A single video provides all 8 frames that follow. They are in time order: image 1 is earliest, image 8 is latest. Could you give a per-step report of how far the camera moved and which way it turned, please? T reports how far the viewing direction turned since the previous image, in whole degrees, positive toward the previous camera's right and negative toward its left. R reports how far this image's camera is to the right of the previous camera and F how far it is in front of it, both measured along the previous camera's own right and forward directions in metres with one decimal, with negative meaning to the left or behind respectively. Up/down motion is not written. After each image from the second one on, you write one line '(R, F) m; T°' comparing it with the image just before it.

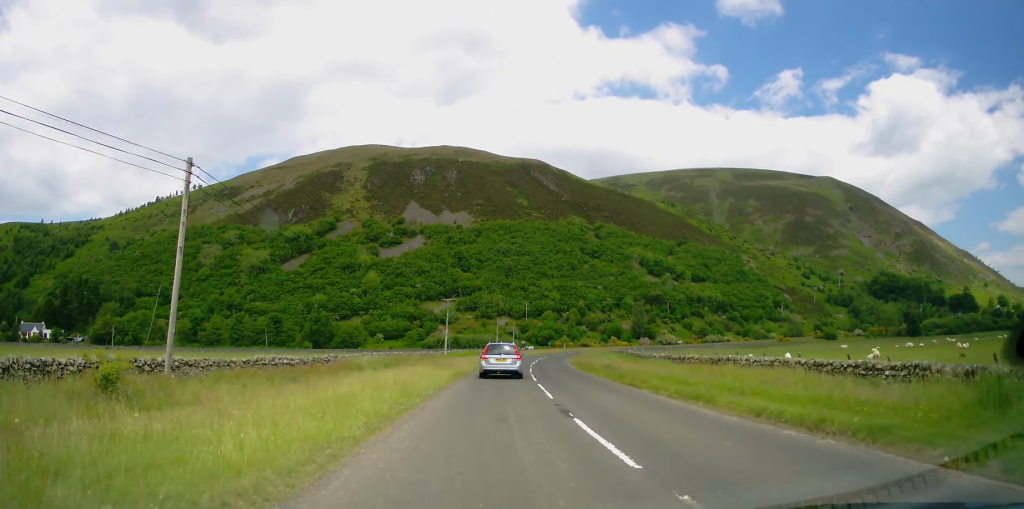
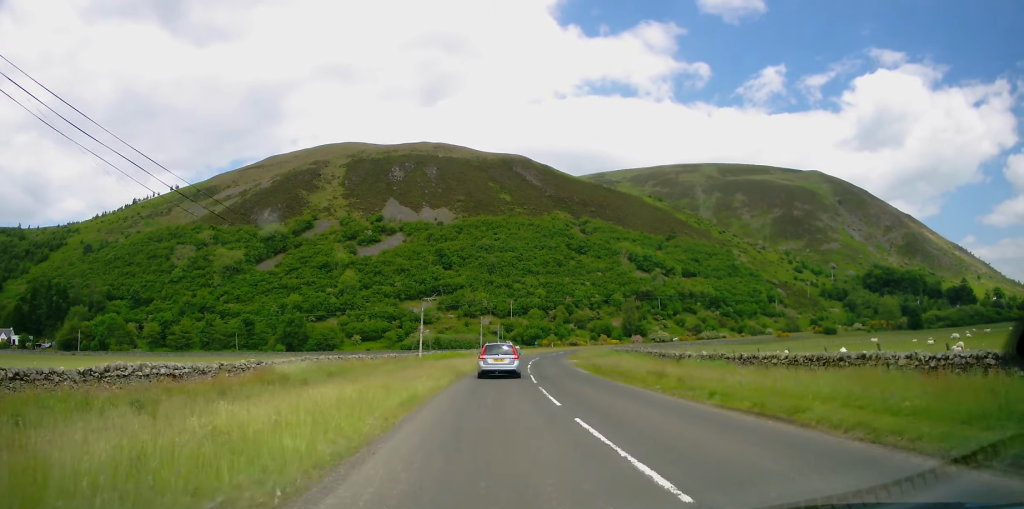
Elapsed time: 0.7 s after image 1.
(+0.1, +10.9) m; +1°
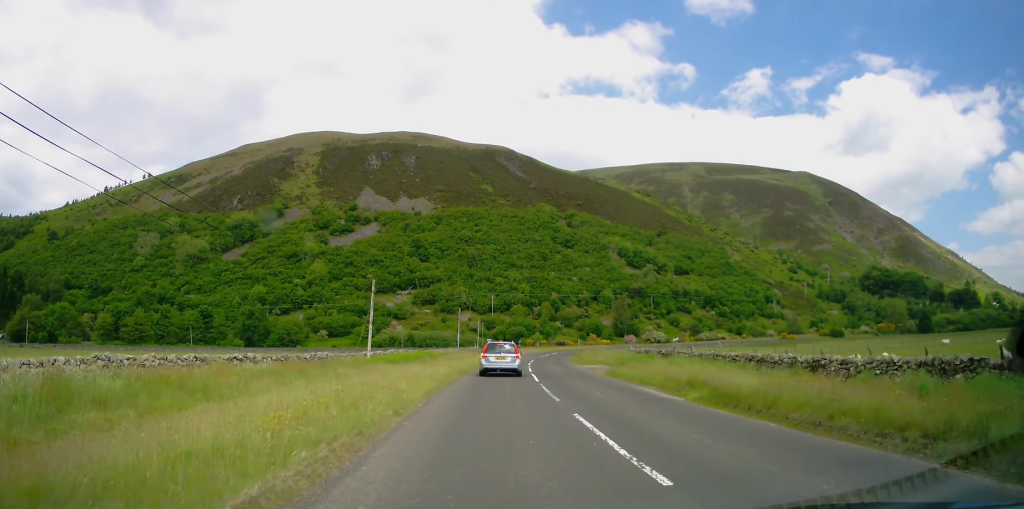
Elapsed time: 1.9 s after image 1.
(+0.3, +17.3) m; +2°
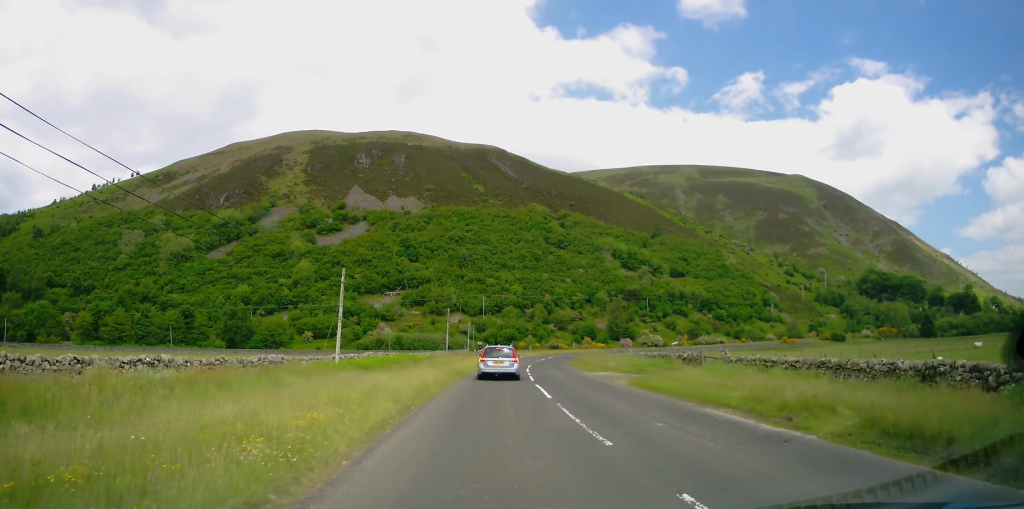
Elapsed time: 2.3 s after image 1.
(0.0, +6.4) m; +1°
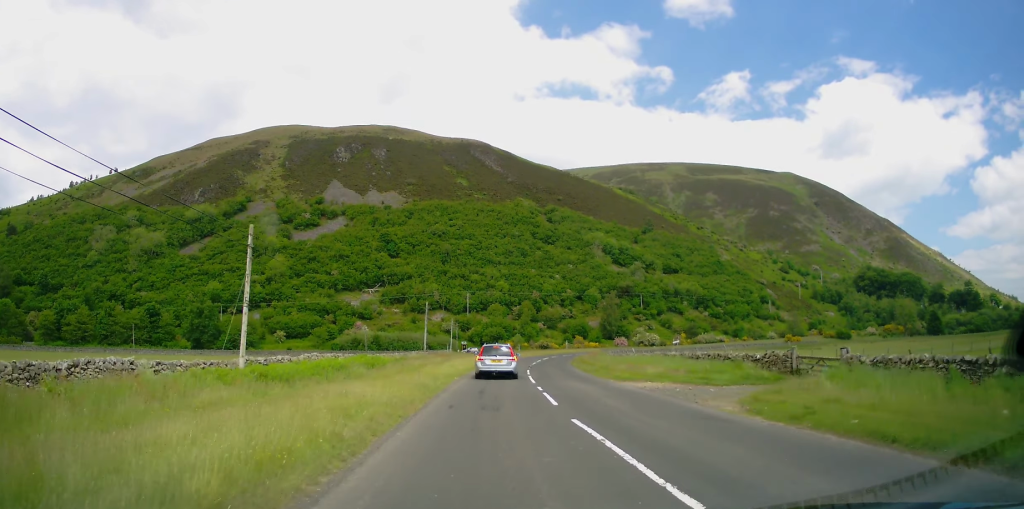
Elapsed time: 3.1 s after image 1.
(+0.2, +11.9) m; +2°
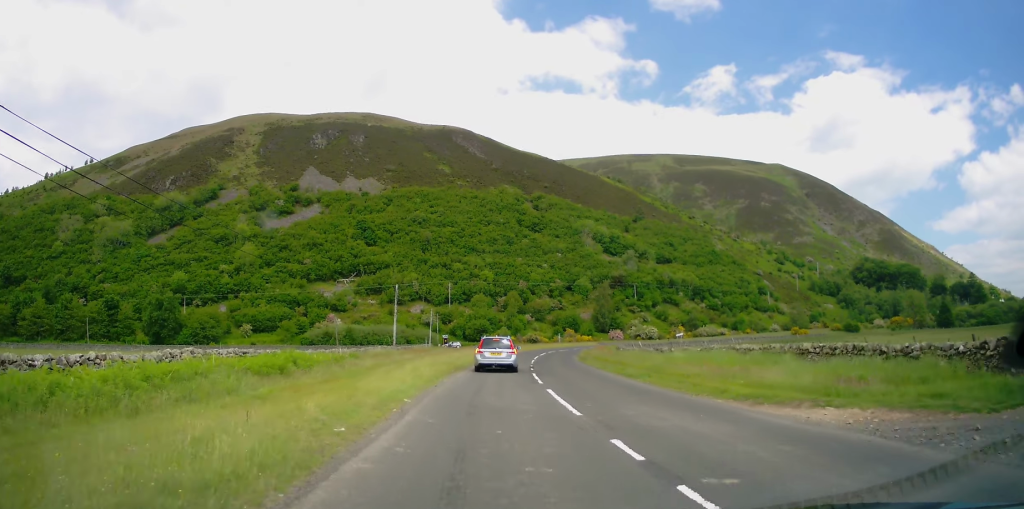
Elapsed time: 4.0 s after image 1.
(+0.3, +13.4) m; +2°
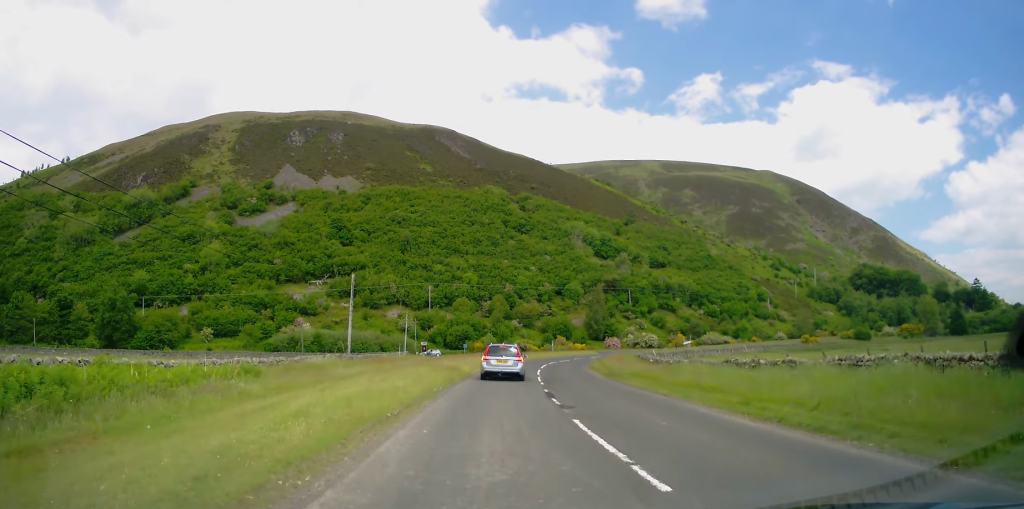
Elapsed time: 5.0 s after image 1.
(+0.3, +14.2) m; +2°
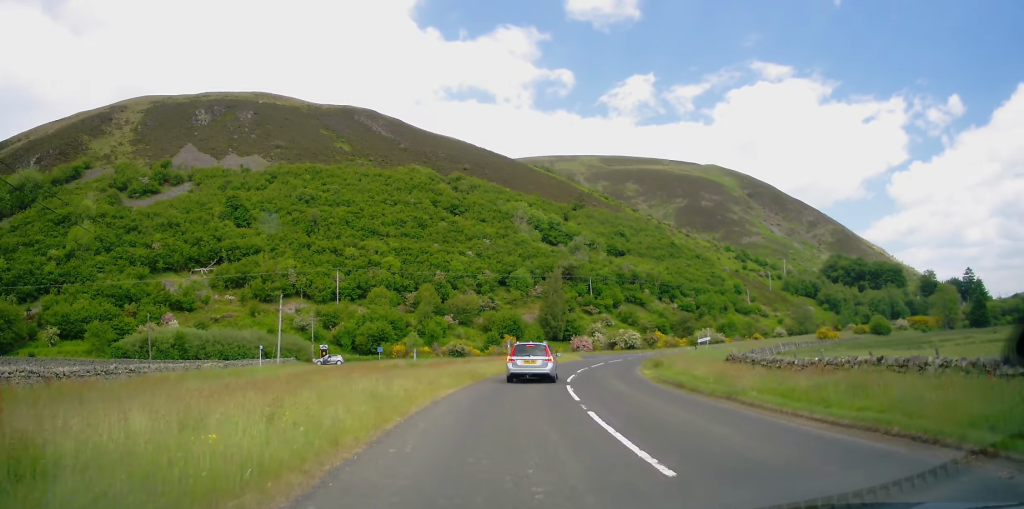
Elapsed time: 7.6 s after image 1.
(+1.3, +35.9) m; +6°
